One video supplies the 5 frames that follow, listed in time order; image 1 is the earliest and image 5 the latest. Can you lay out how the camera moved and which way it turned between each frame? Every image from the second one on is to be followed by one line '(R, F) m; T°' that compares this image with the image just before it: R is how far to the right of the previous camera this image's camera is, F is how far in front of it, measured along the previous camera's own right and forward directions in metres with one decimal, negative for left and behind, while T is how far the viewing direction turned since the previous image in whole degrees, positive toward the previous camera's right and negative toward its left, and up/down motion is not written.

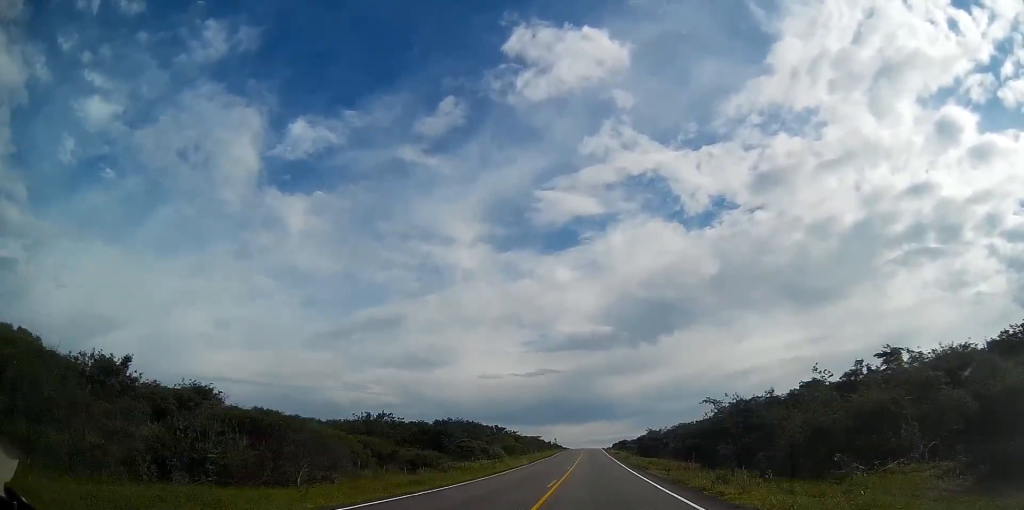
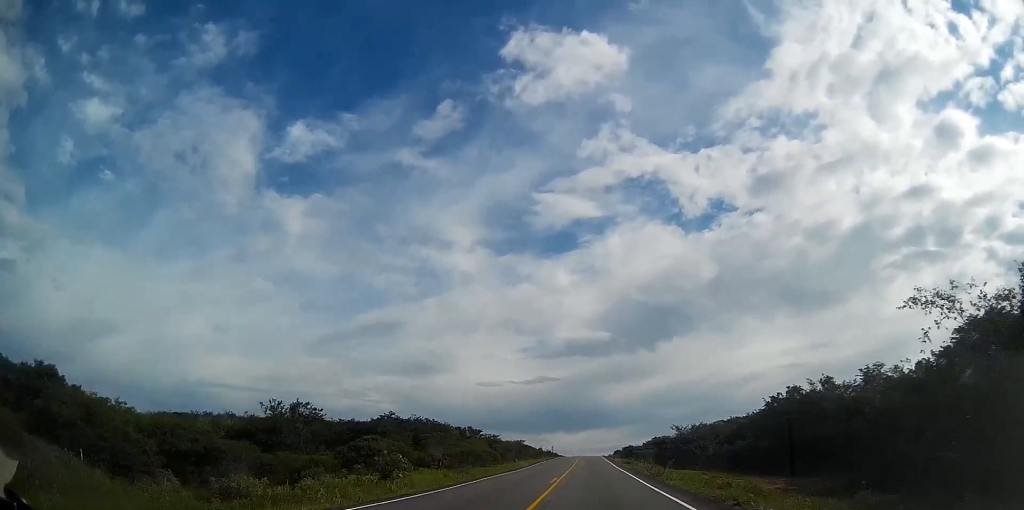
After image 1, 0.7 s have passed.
(0.0, +27.5) m; 0°
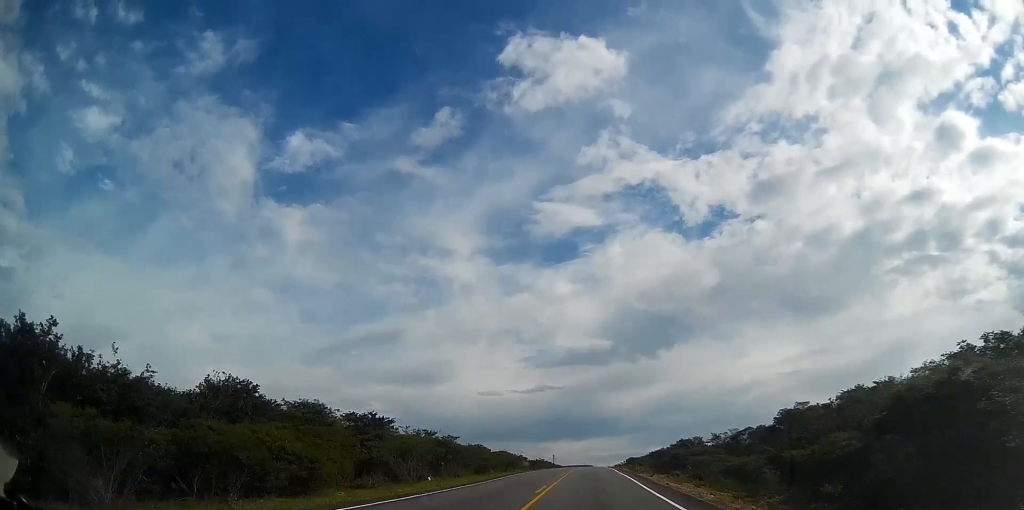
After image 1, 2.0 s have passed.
(0.0, +53.1) m; 0°
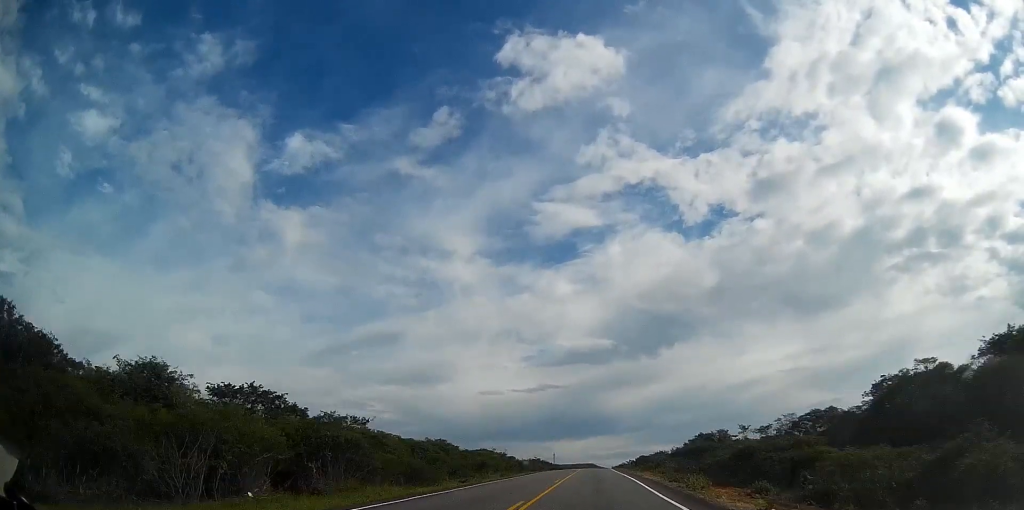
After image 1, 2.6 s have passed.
(-0.1, +23.8) m; 0°
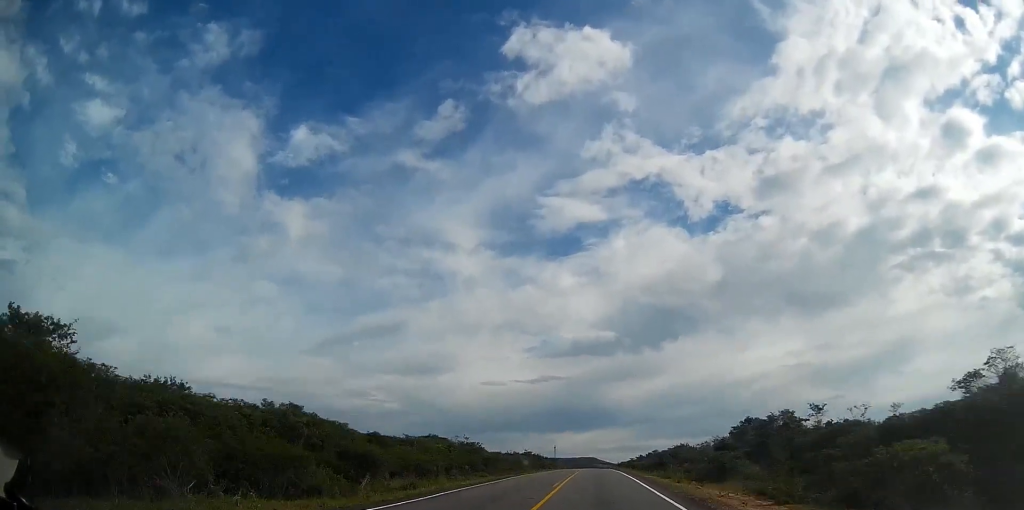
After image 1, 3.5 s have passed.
(0.0, +34.7) m; 0°
